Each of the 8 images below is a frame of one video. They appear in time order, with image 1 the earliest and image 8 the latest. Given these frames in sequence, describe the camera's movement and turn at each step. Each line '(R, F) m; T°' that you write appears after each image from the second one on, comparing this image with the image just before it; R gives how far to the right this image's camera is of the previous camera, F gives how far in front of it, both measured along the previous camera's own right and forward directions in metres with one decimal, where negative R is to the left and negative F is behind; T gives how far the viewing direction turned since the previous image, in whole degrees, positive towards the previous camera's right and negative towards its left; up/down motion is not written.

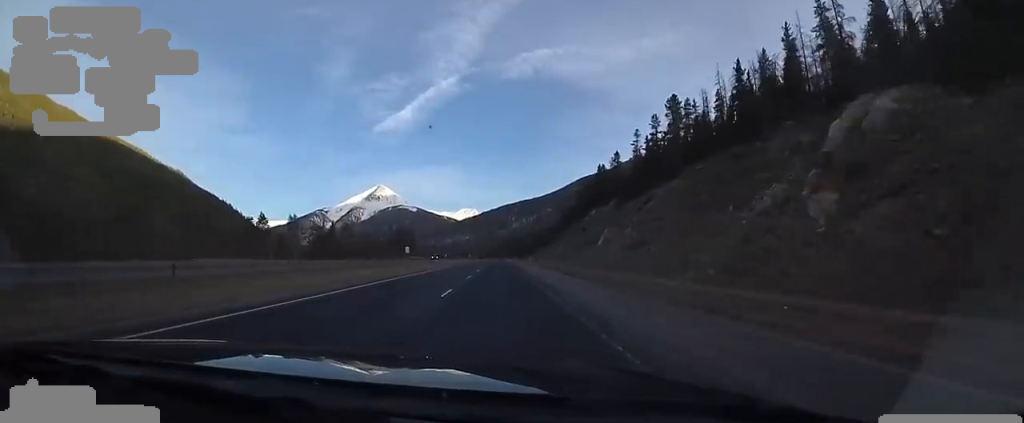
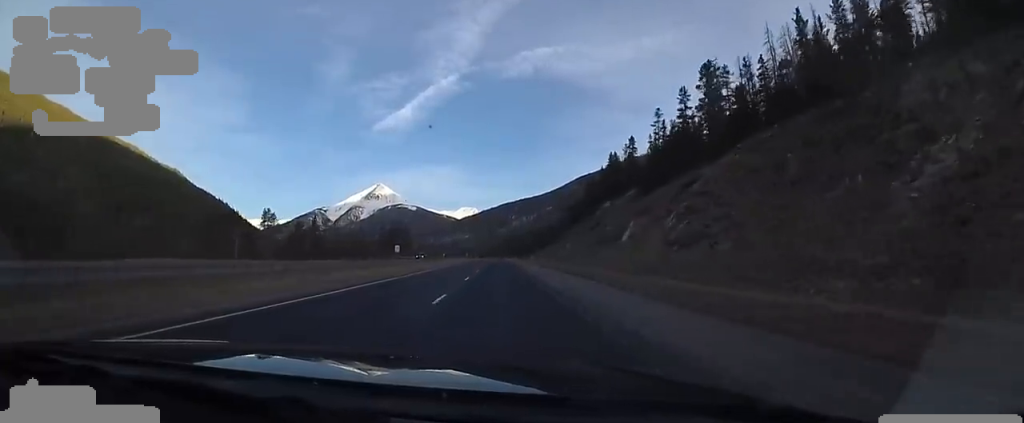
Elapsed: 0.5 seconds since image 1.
(+0.4, +14.7) m; +1°
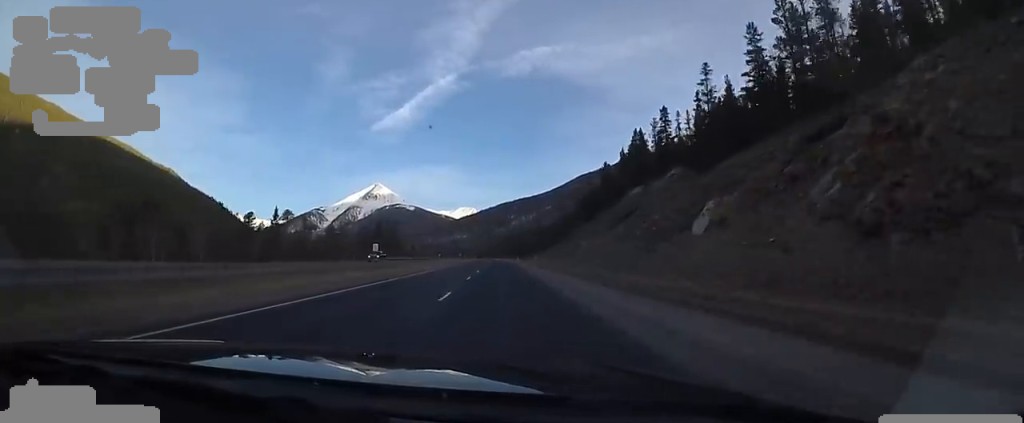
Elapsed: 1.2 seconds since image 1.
(+0.2, +23.1) m; -1°
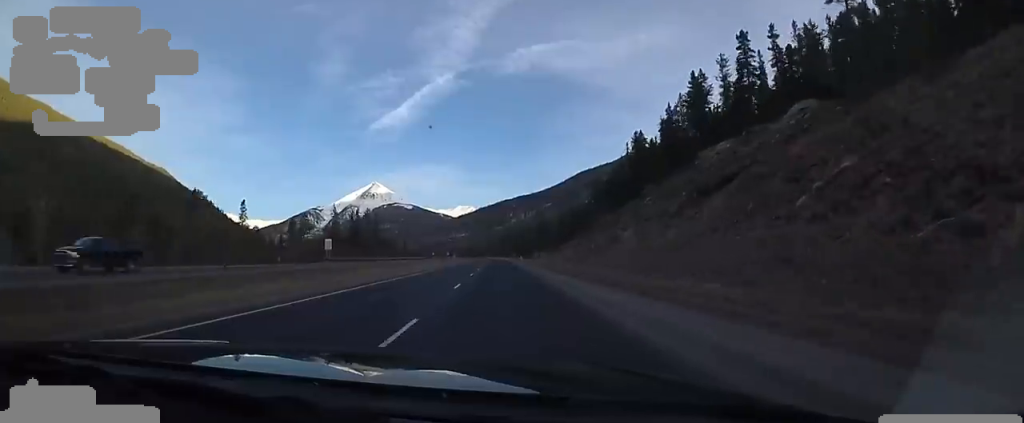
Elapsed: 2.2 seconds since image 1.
(-0.6, +31.3) m; -1°
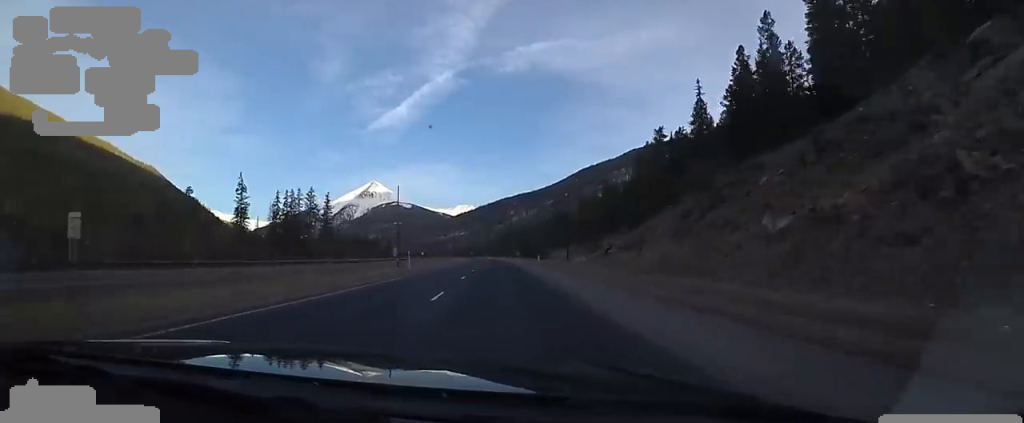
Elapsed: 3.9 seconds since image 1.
(+0.3, +53.2) m; 0°
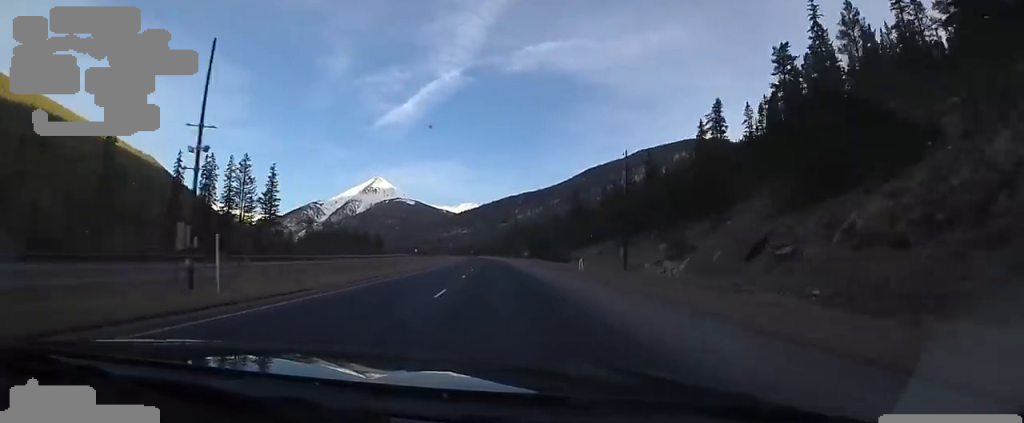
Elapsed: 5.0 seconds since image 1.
(-0.6, +35.5) m; 0°
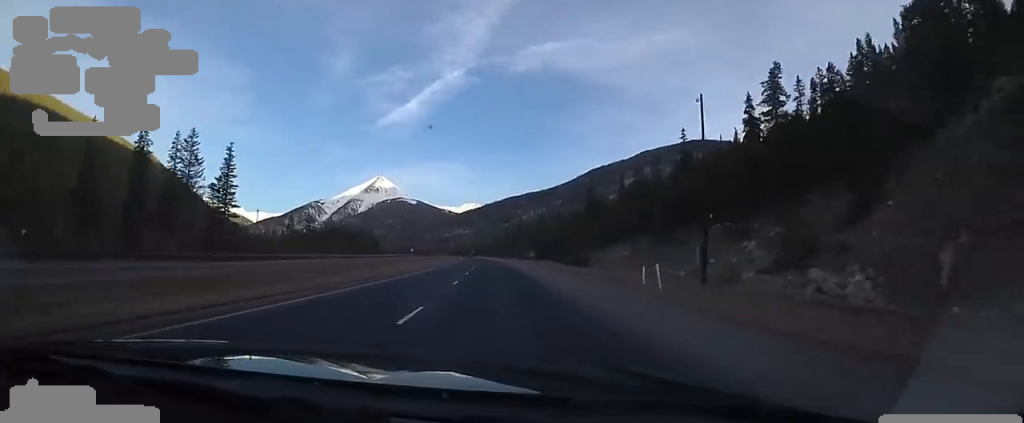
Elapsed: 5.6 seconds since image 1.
(+0.8, +17.8) m; -1°
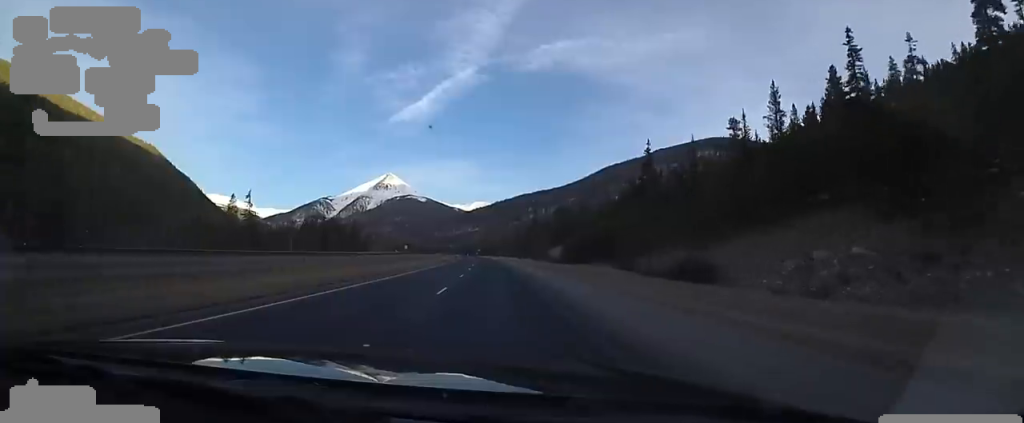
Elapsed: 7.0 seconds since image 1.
(-2.0, +42.8) m; -2°
